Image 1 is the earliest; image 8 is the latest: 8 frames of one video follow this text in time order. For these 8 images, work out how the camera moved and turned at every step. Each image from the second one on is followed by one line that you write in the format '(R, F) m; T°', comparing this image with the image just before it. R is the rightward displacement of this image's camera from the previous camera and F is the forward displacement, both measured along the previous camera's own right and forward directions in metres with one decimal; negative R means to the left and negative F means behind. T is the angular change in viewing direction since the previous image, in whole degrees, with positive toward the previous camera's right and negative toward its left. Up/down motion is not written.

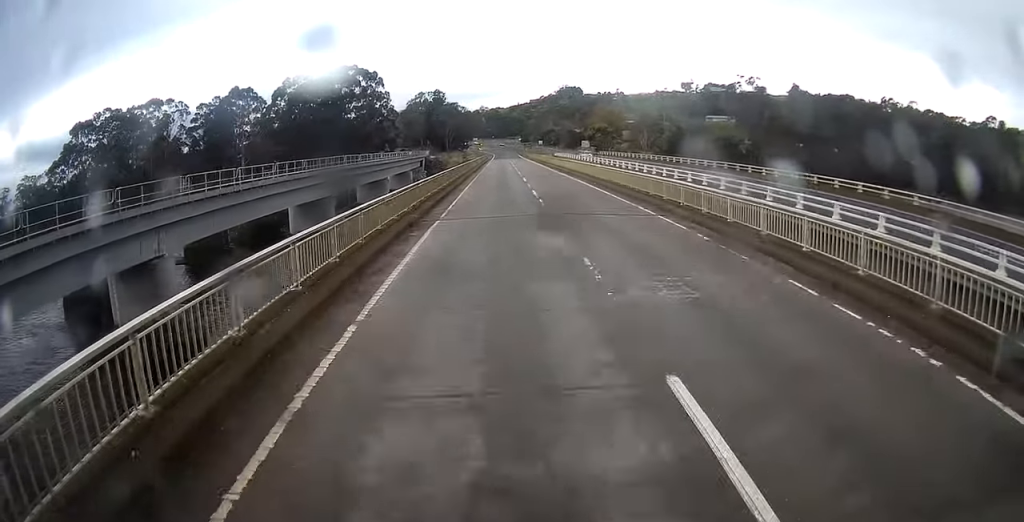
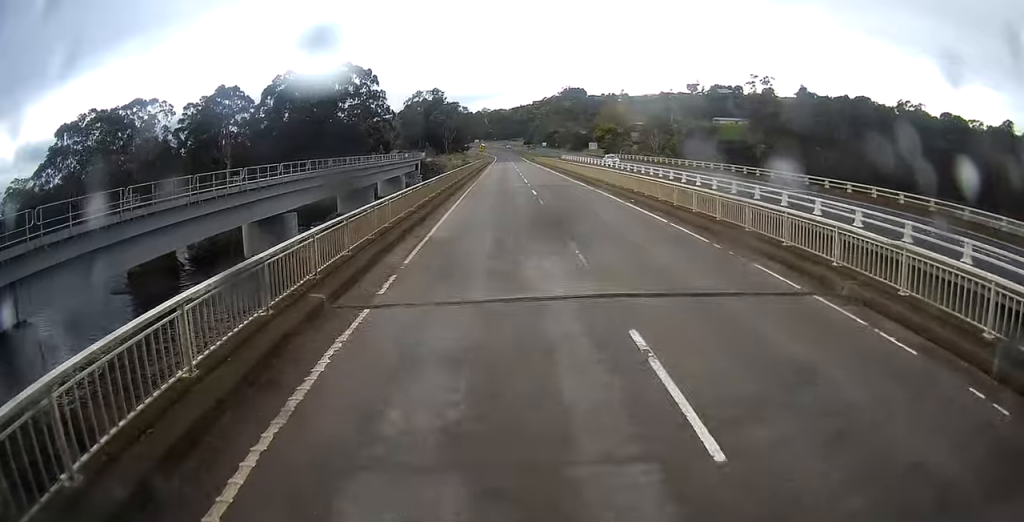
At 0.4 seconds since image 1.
(0.0, +10.5) m; 0°
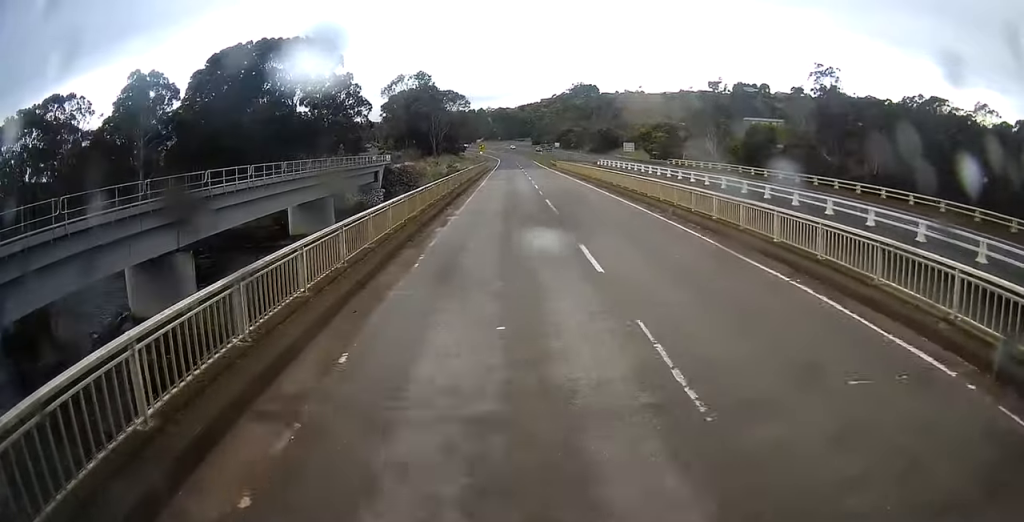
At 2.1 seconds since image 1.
(-0.6, +42.2) m; -1°
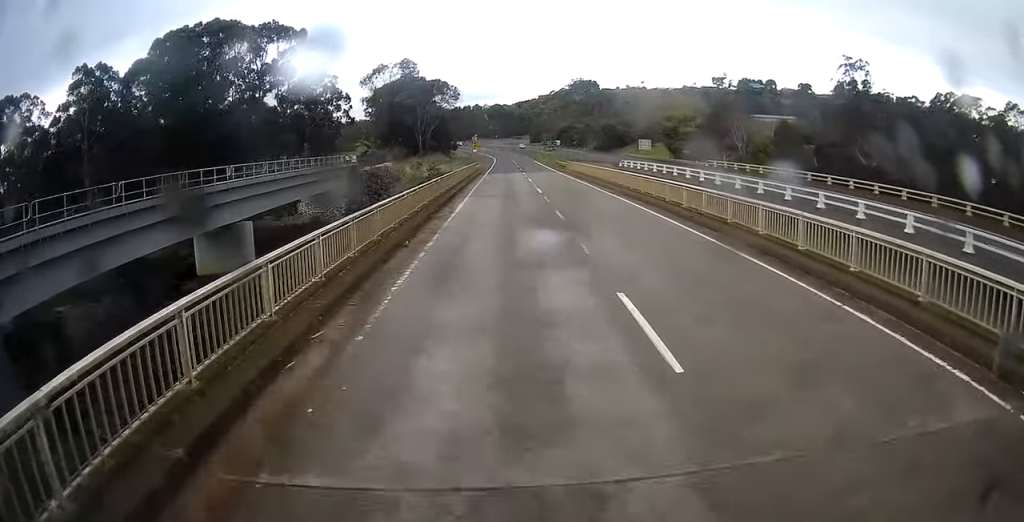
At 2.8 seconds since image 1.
(+0.2, +17.3) m; 0°
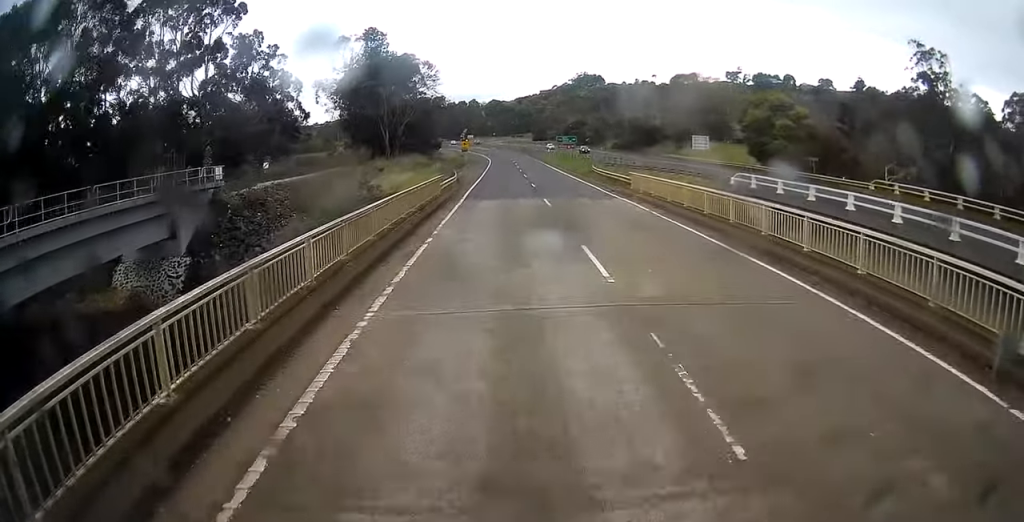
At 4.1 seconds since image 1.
(-0.3, +32.6) m; -1°
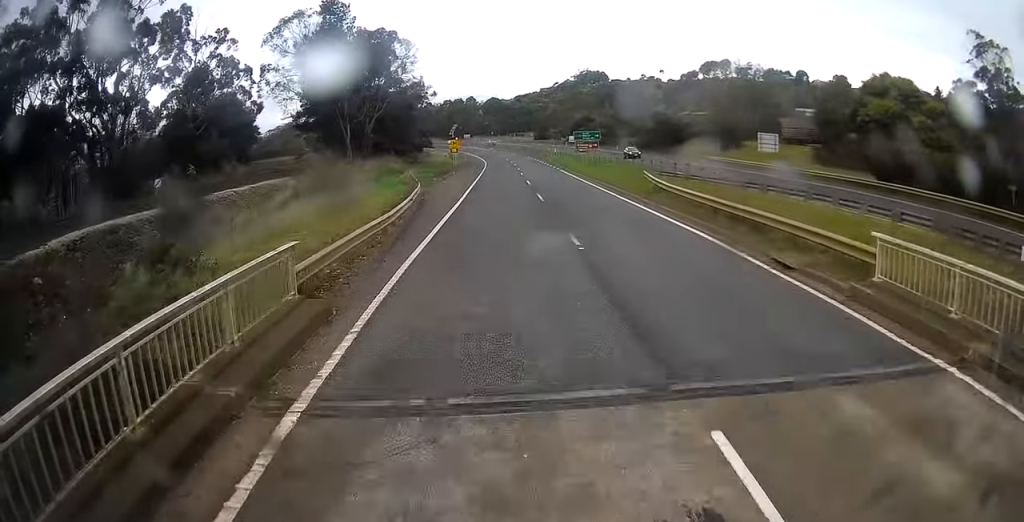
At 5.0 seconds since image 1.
(0.0, +21.2) m; 0°
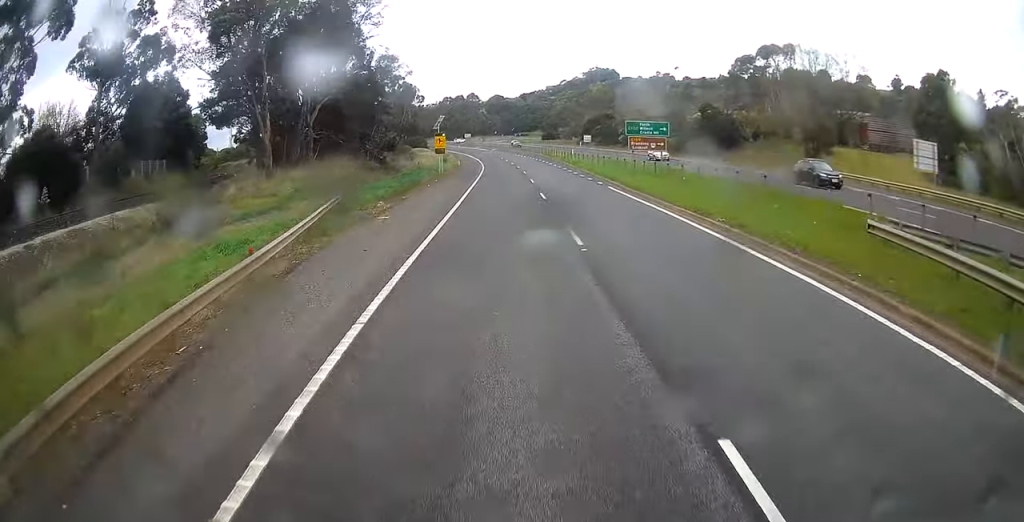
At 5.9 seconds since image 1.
(0.0, +24.7) m; 0°
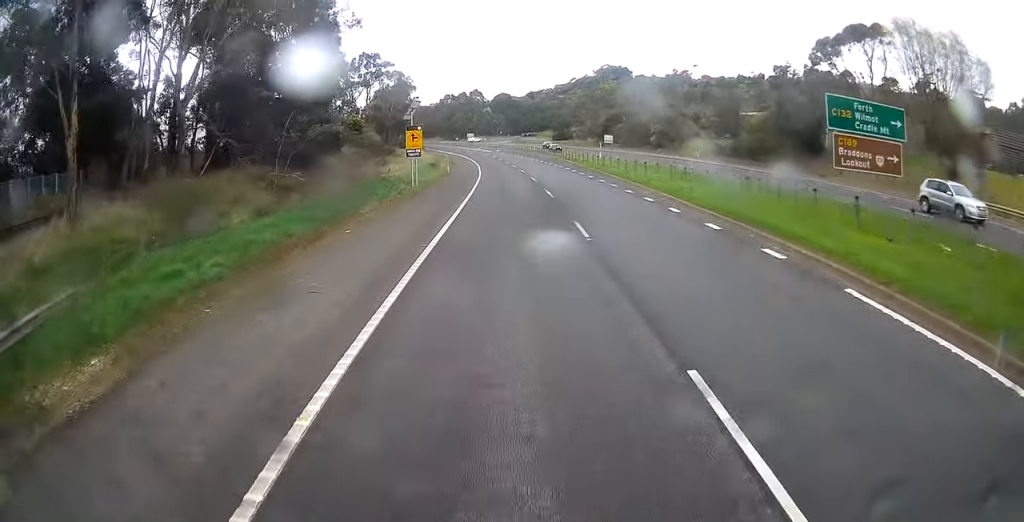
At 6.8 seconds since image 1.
(0.0, +22.7) m; +1°
